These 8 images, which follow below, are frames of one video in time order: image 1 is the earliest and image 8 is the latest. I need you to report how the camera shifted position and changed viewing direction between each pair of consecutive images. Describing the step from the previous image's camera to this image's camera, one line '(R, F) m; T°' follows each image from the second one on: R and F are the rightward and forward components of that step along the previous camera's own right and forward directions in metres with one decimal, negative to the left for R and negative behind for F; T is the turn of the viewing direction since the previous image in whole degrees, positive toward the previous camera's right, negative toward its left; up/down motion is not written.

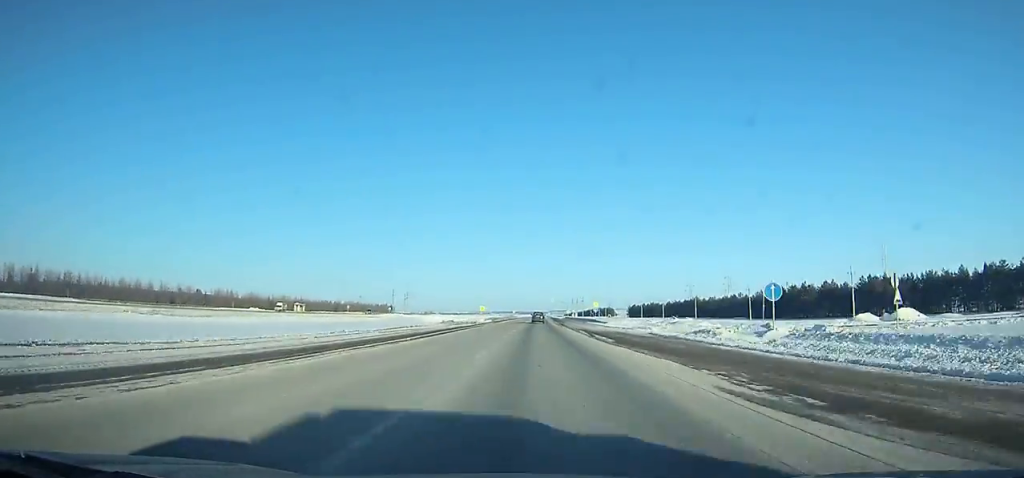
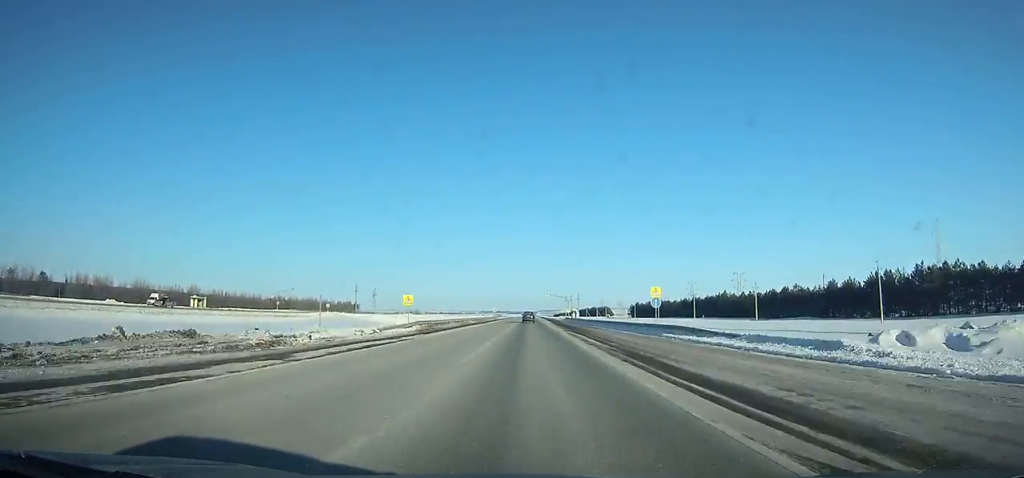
(+0.3, +60.2) m; 0°
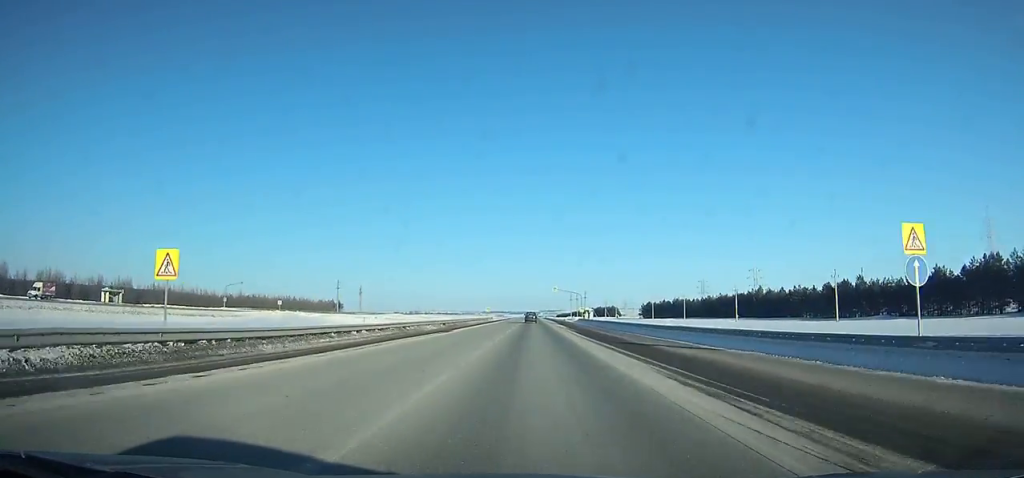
(+0.1, +35.3) m; 0°
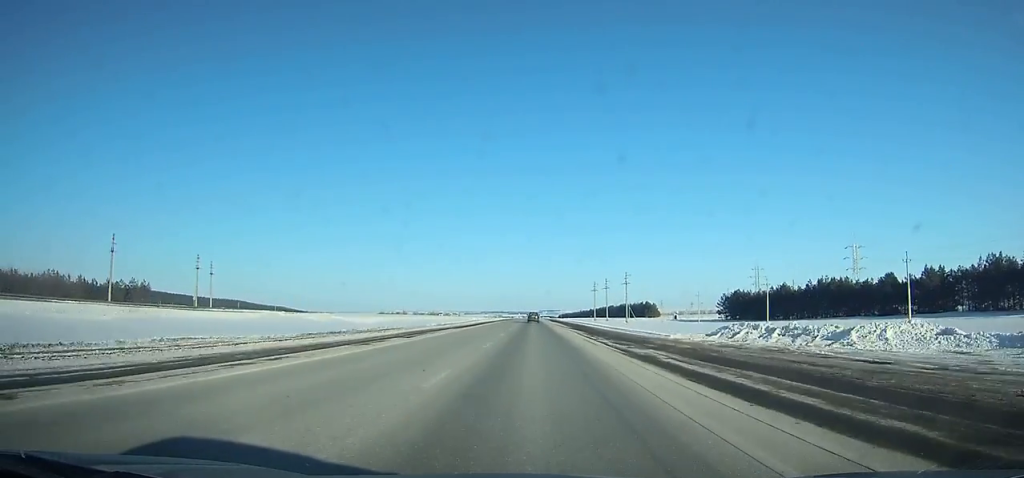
(+0.7, +170.4) m; 0°
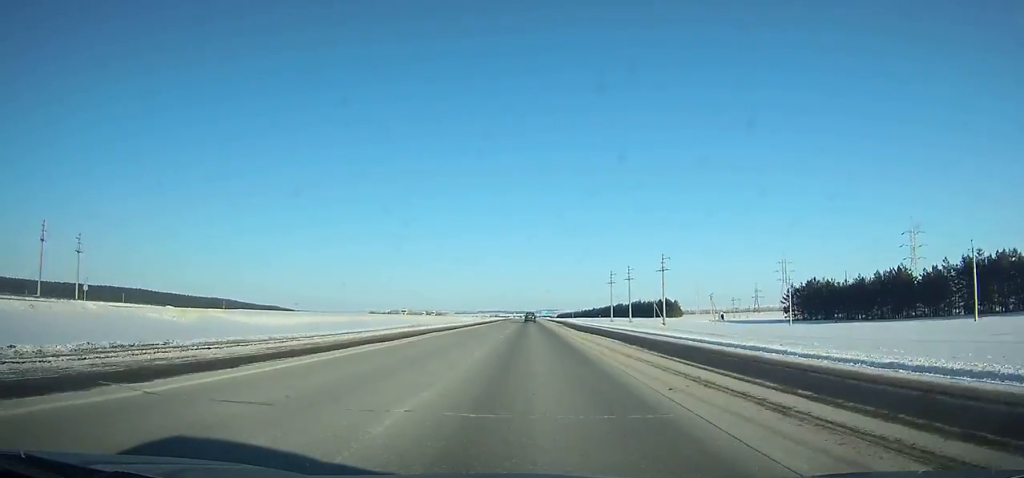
(-0.4, +62.7) m; 0°
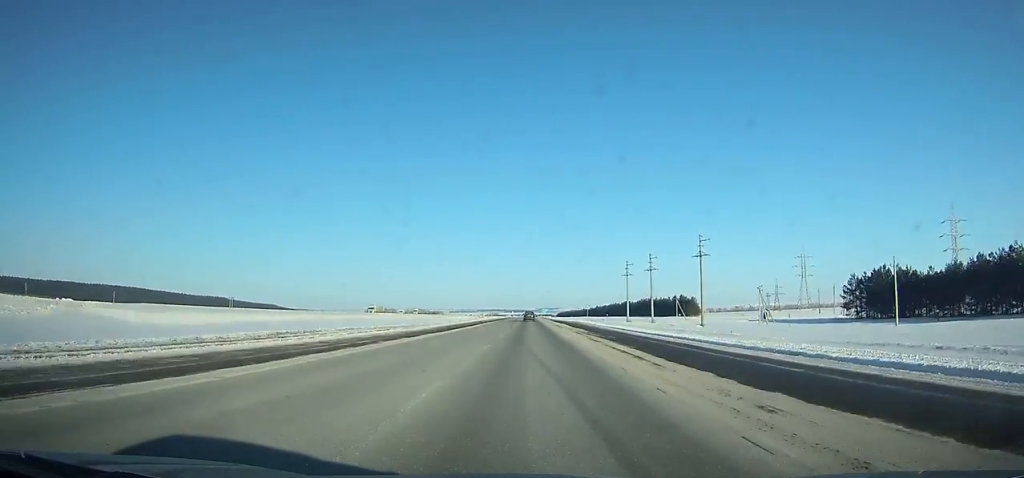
(+0.2, +34.1) m; 0°
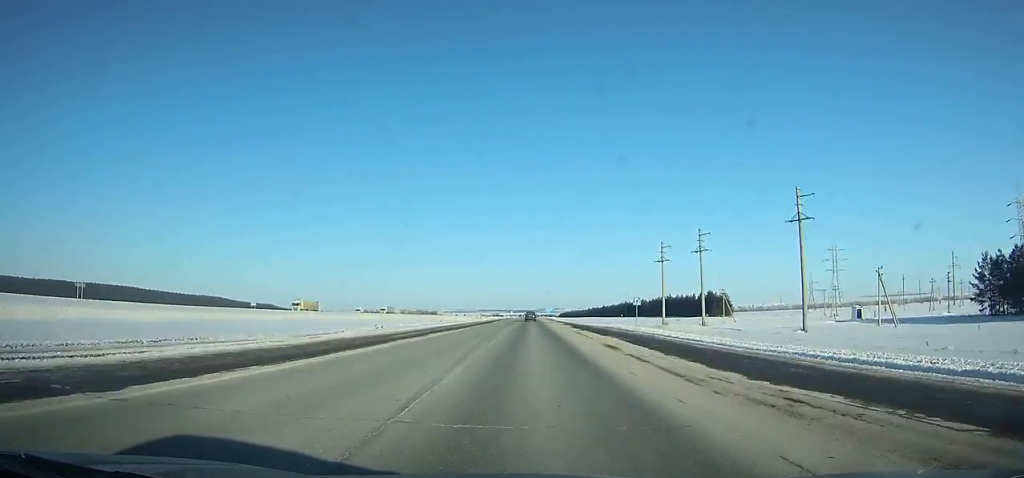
(+0.2, +44.5) m; 0°
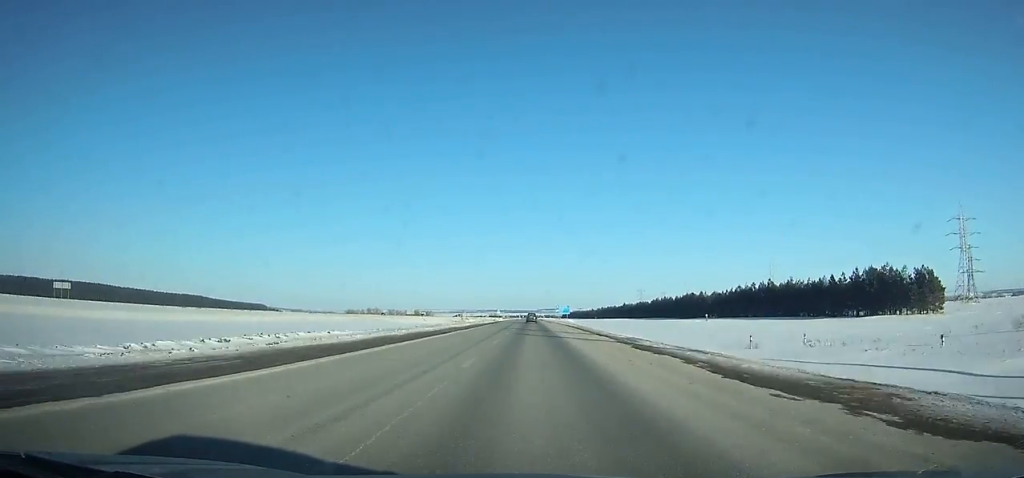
(-0.3, +127.4) m; 0°
